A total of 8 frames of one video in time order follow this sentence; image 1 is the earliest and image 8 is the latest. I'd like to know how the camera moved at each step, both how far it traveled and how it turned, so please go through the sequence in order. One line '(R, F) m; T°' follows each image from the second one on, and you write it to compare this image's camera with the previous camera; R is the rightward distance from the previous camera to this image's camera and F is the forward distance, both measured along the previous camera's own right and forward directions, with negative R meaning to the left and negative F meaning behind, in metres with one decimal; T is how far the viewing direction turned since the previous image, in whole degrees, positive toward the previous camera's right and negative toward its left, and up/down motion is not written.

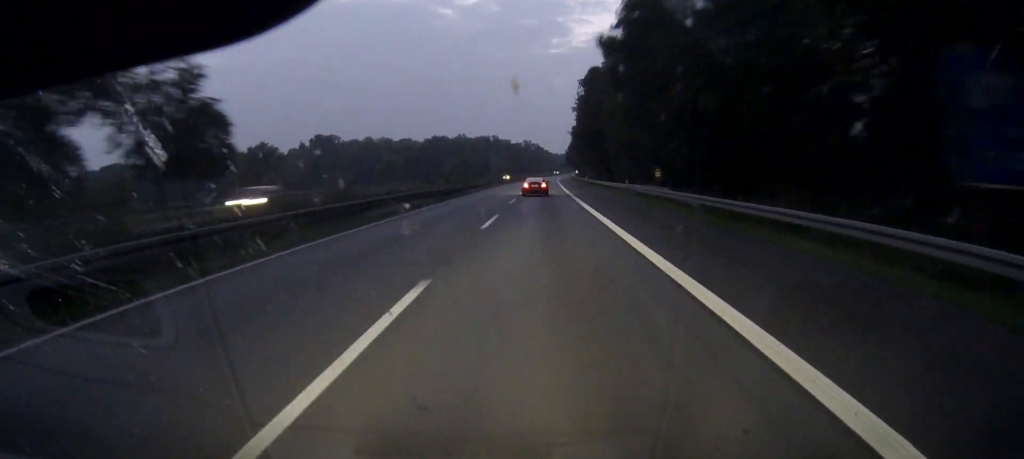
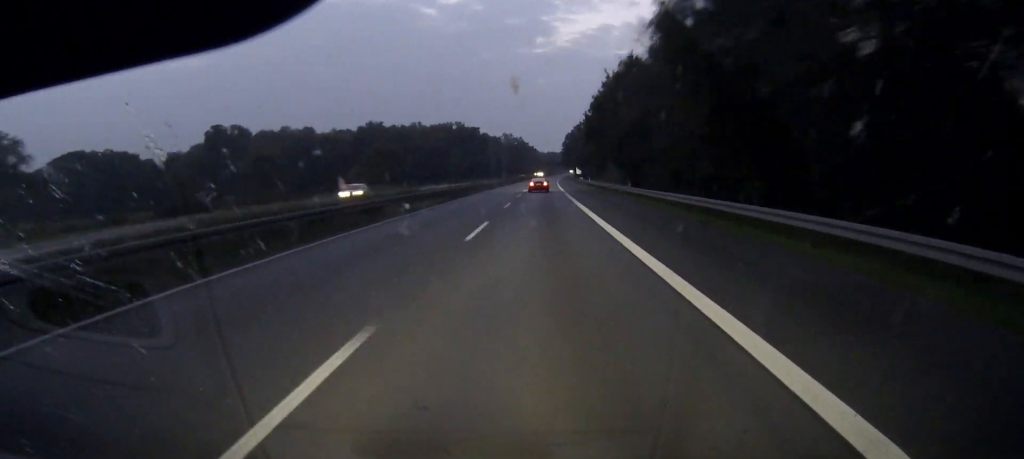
(+1.2, +110.9) m; +1°
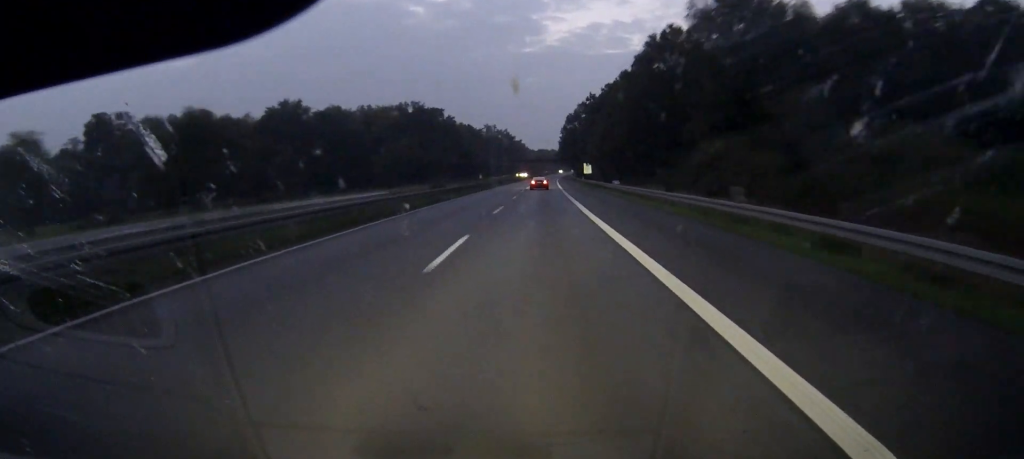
(+0.5, +77.5) m; +1°
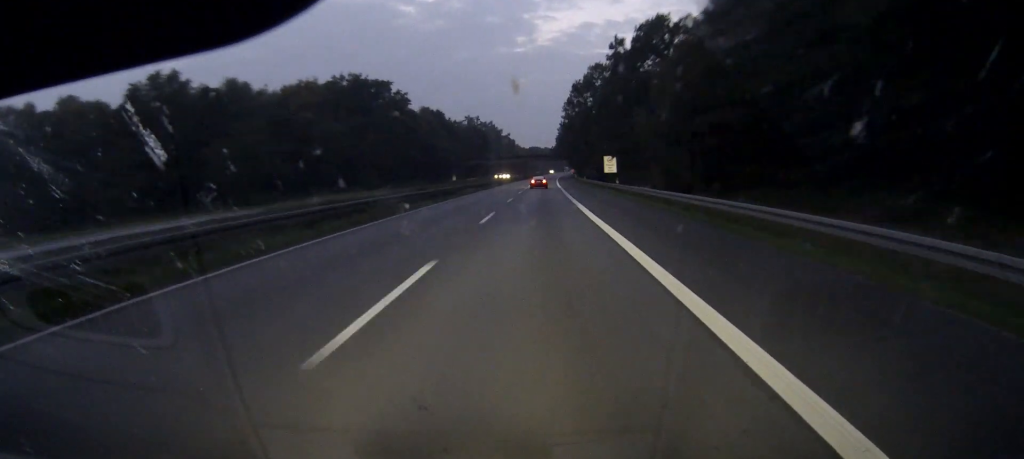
(+0.2, +59.7) m; +1°
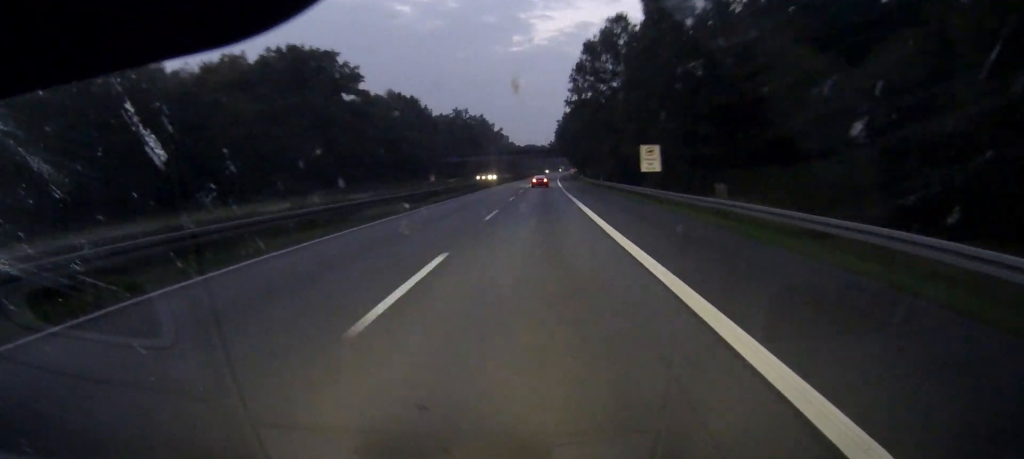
(0.0, +34.4) m; 0°
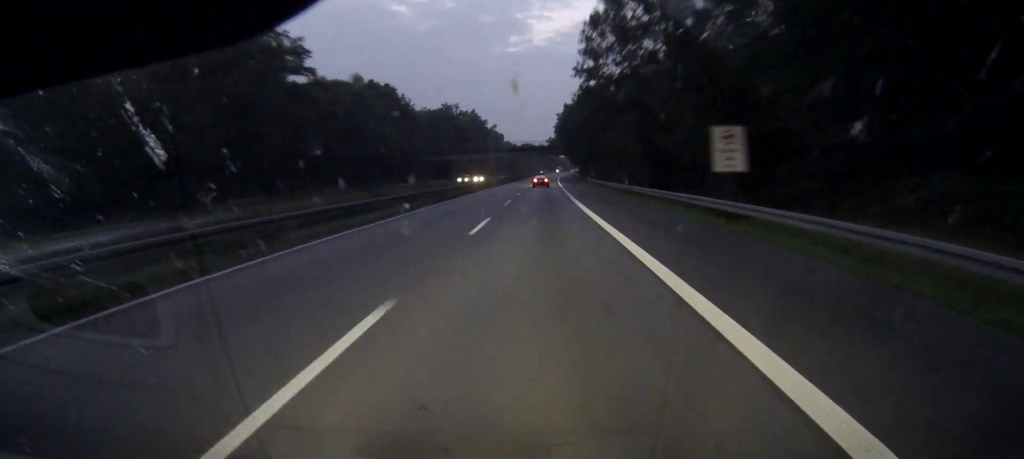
(+0.1, +23.6) m; 0°
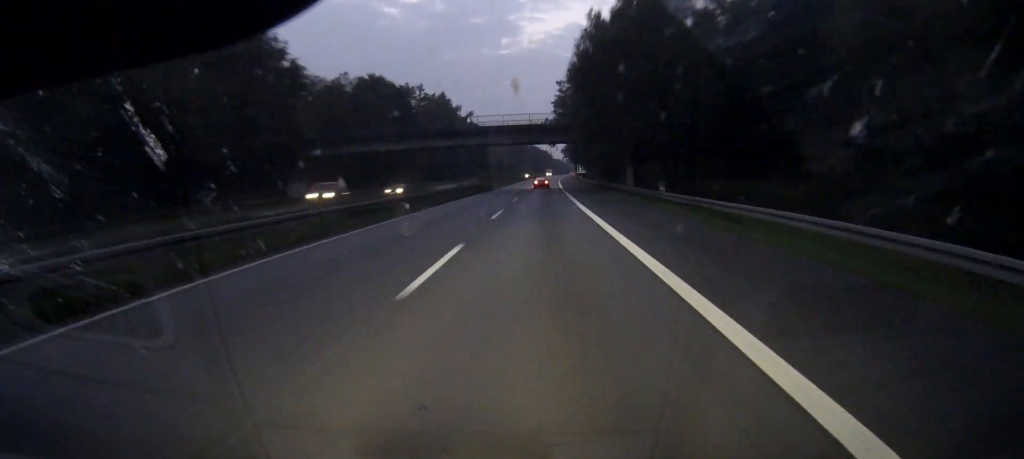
(+0.6, +63.6) m; +1°
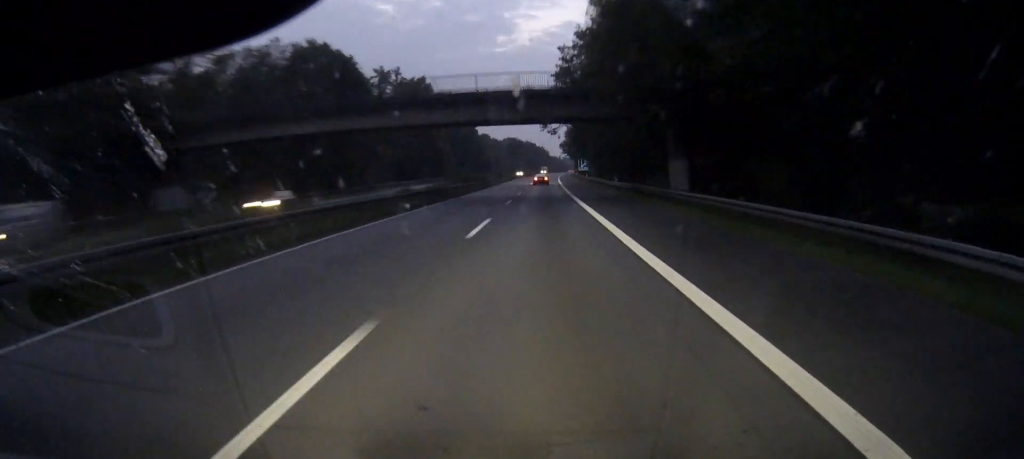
(+0.1, +27.3) m; 0°
